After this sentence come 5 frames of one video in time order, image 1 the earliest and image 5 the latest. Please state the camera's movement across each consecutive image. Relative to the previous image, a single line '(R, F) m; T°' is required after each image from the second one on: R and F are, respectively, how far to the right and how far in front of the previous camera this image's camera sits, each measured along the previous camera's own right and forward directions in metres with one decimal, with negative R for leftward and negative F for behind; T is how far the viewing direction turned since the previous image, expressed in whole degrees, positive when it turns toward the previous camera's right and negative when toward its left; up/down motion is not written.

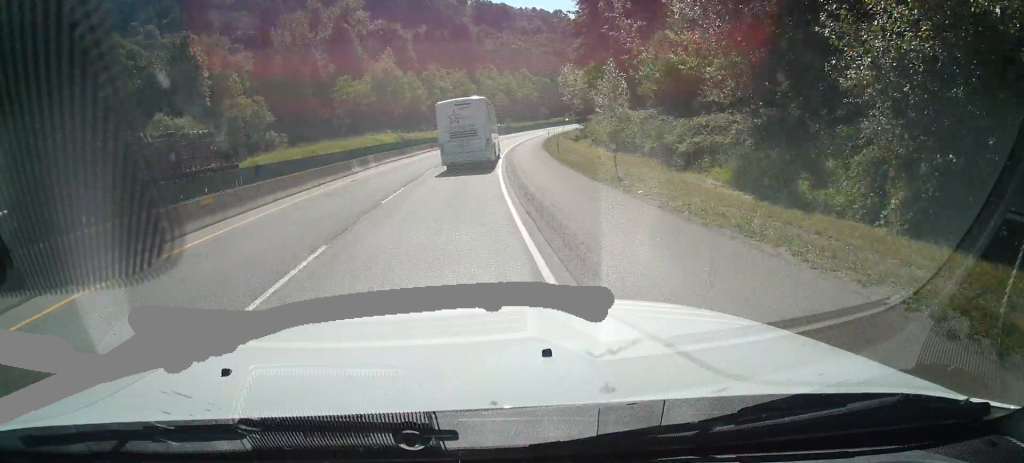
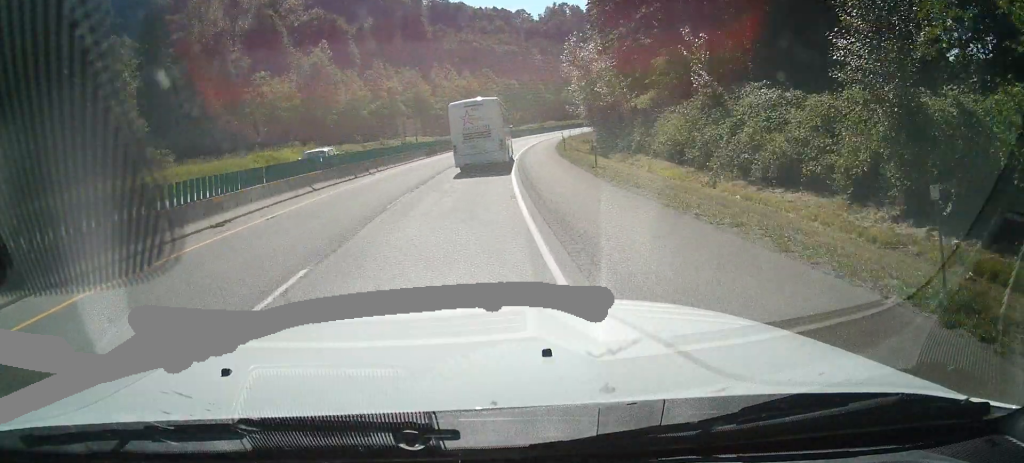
(0.0, +38.2) m; 0°
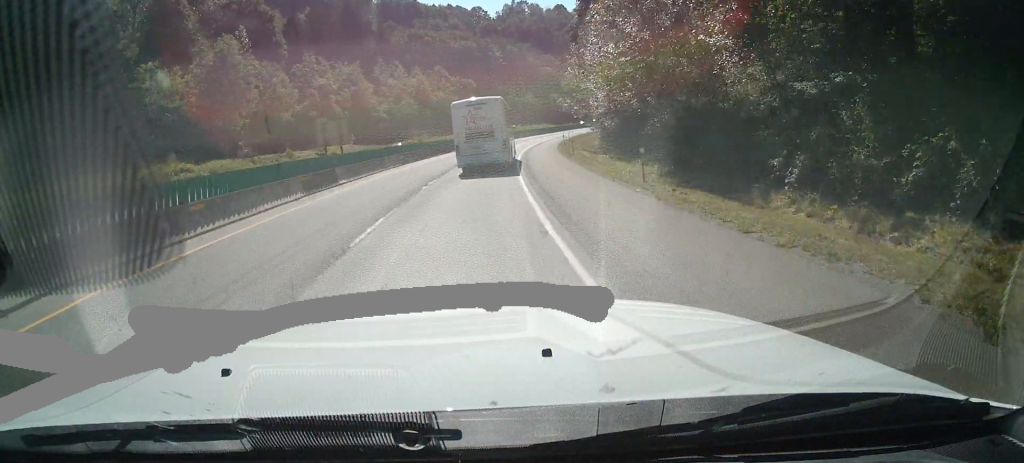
(0.0, +31.6) m; 0°
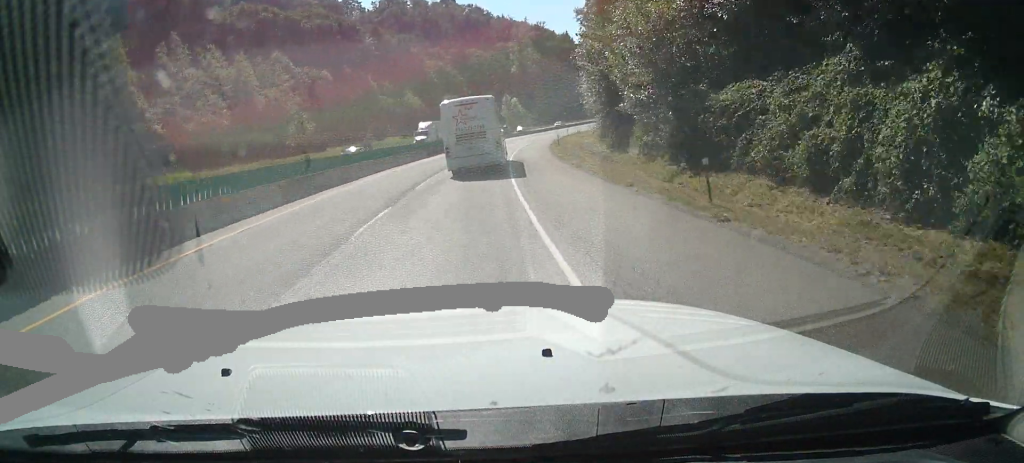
(0.0, +76.9) m; +2°
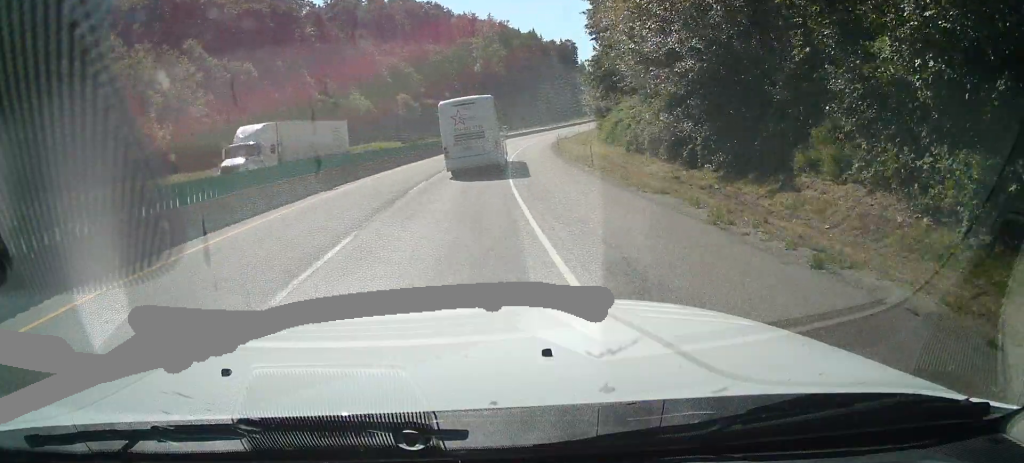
(+0.6, +28.7) m; +7°
